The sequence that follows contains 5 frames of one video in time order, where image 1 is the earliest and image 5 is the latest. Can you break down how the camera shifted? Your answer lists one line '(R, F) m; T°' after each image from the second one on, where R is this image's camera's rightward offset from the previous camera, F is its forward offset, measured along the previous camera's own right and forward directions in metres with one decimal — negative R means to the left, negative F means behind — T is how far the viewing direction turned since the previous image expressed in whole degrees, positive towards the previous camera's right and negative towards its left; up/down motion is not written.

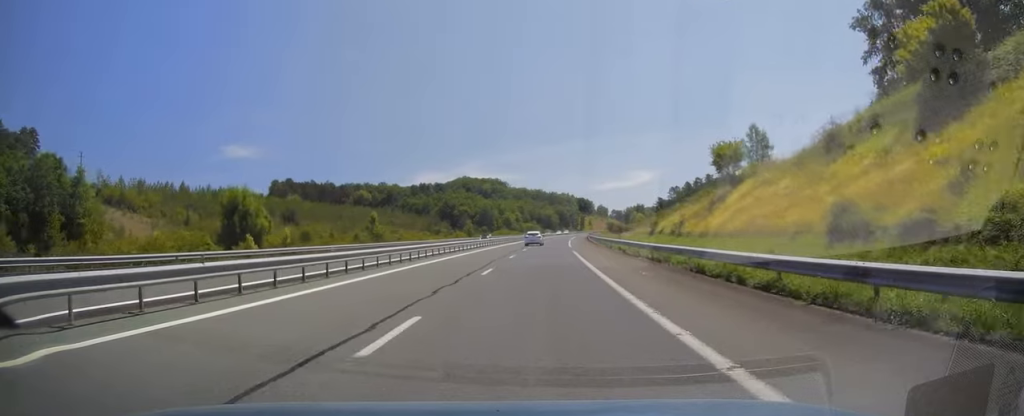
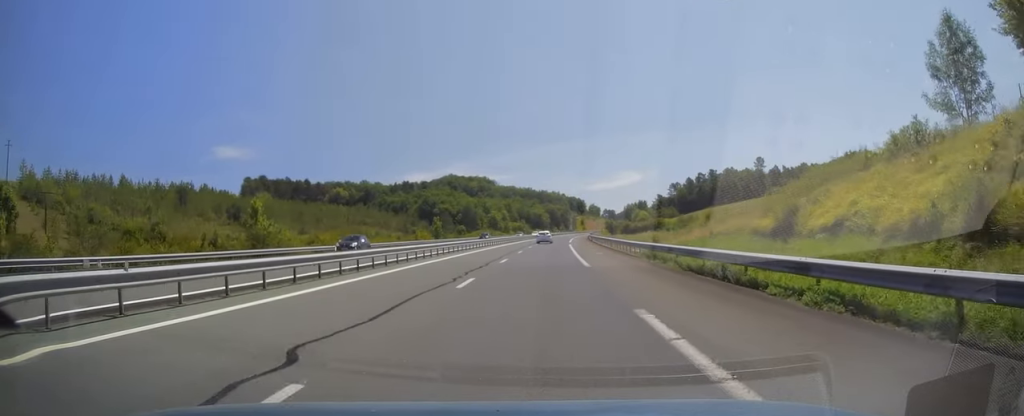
(0.0, +30.3) m; +2°
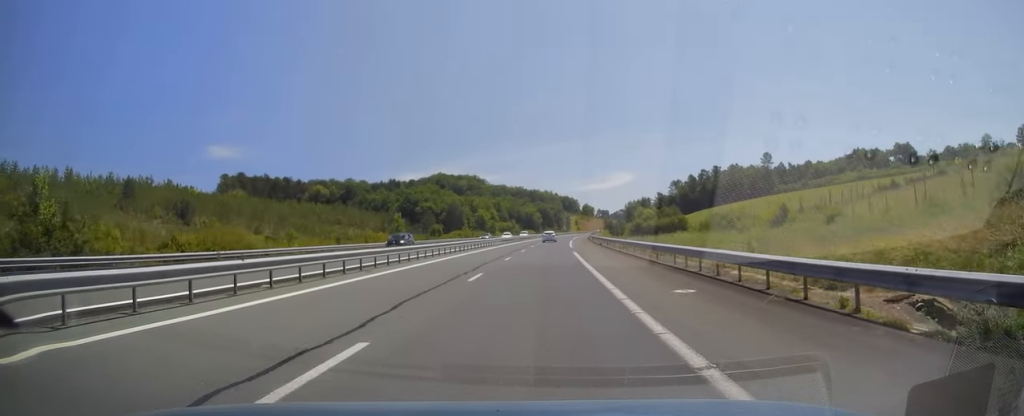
(+0.5, +23.5) m; +1°
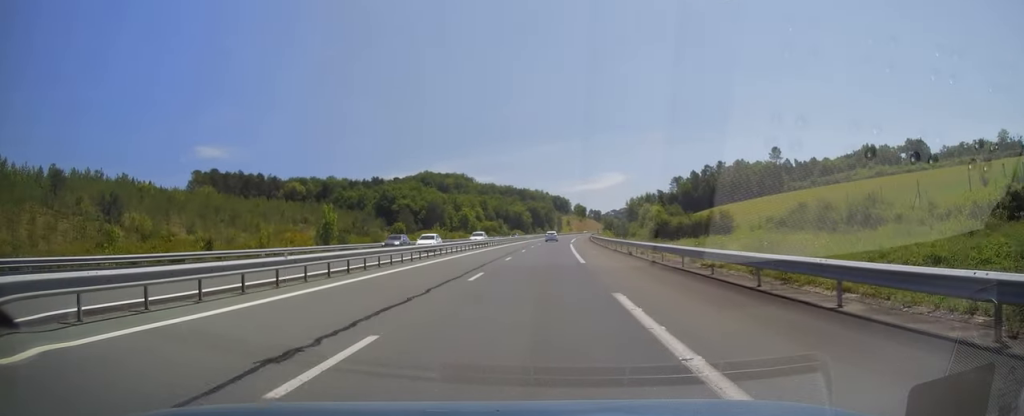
(+0.1, +25.5) m; 0°
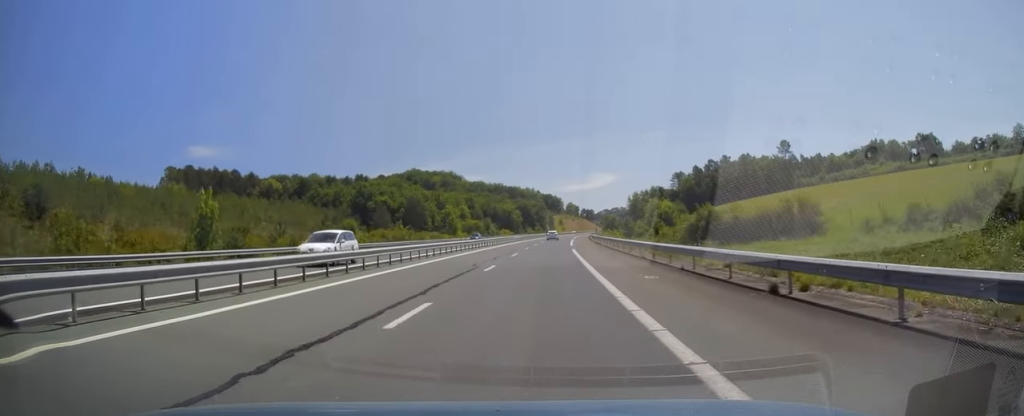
(-0.1, +22.0) m; +1°
